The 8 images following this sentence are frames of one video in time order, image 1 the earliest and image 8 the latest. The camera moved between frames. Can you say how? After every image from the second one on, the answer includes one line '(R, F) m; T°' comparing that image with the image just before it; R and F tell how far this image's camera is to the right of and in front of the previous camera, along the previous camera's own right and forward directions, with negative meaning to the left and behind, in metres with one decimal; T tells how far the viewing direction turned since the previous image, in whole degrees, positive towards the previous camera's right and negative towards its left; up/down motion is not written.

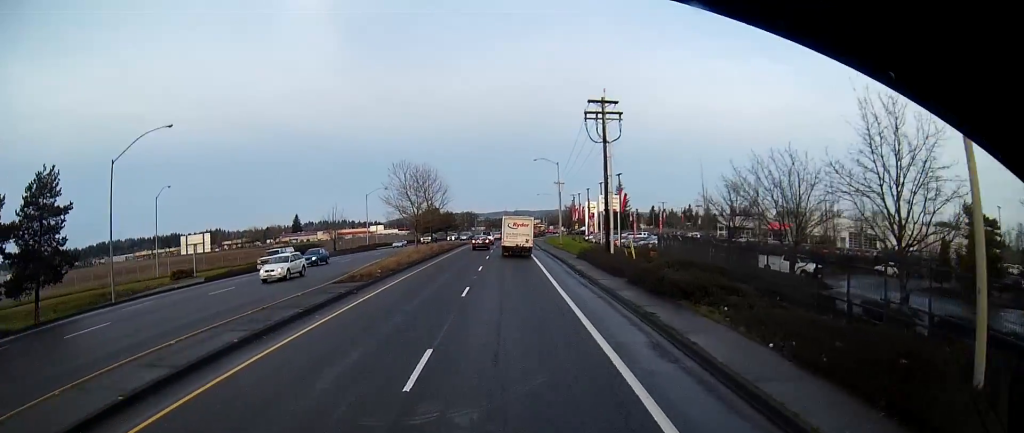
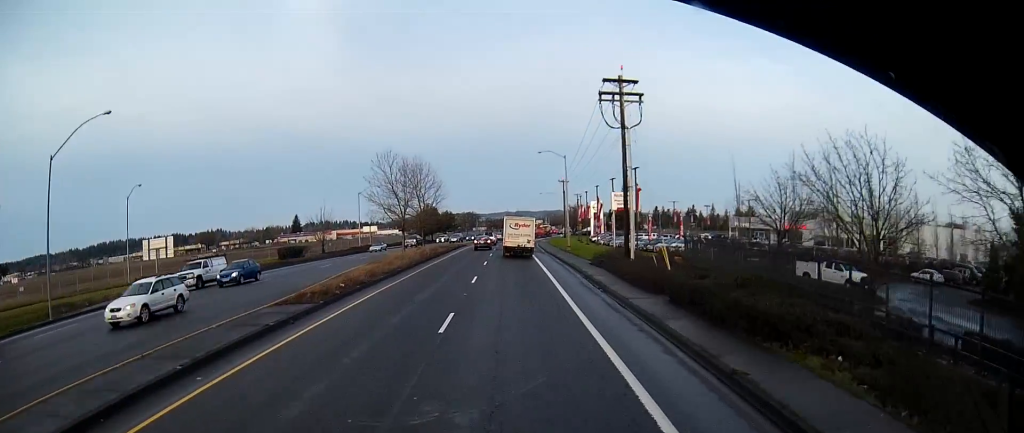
(0.0, +7.2) m; 0°
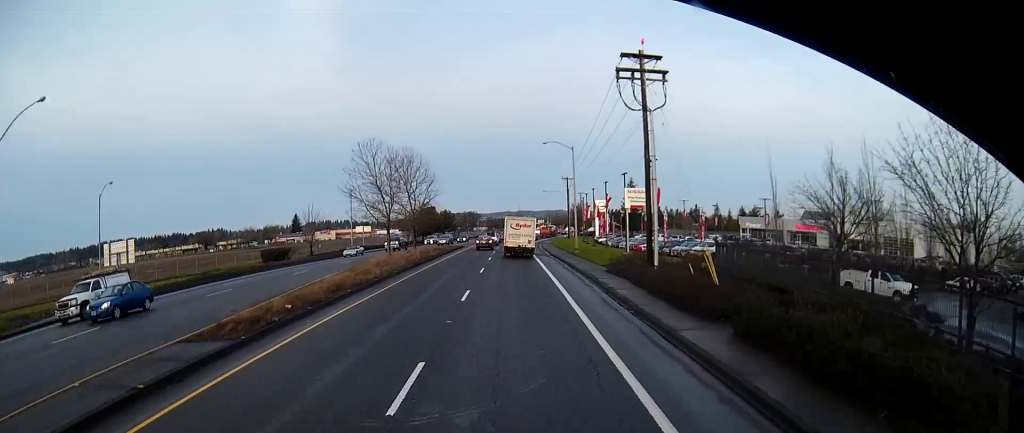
(0.0, +6.2) m; -1°
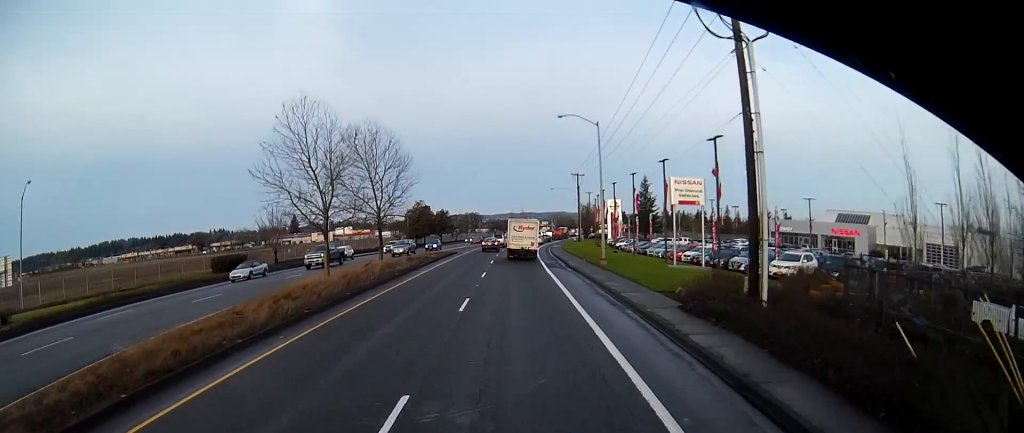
(-0.2, +14.3) m; -1°
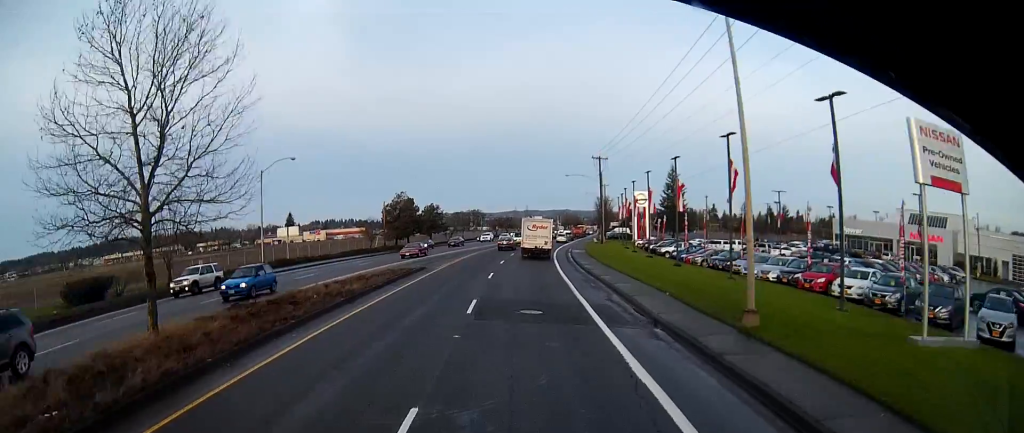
(+0.1, +25.0) m; 0°
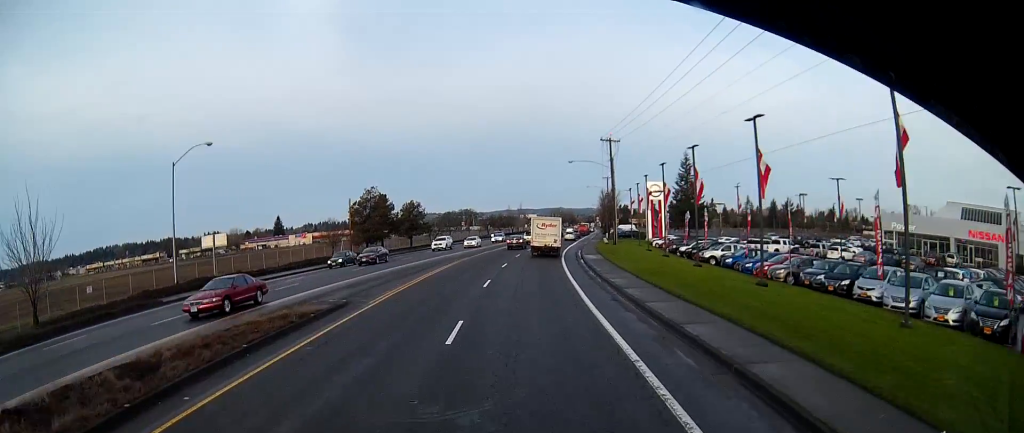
(-0.2, +16.7) m; 0°
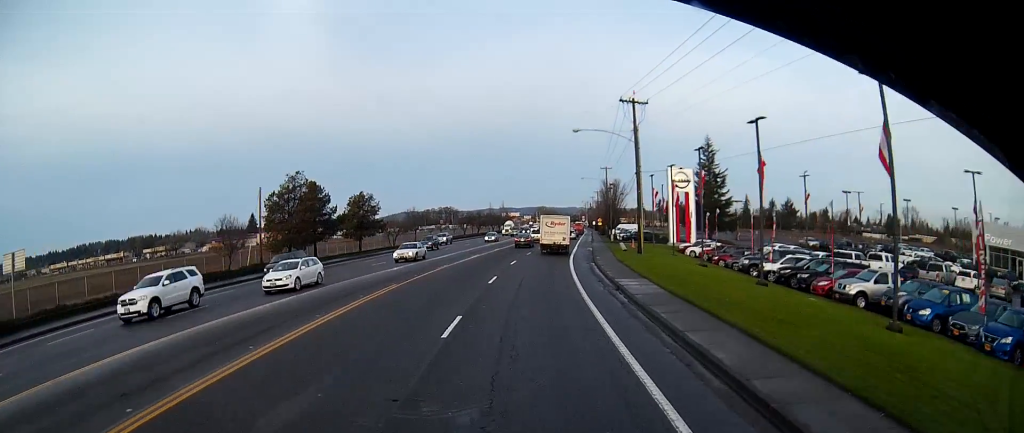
(+0.8, +24.2) m; +3°
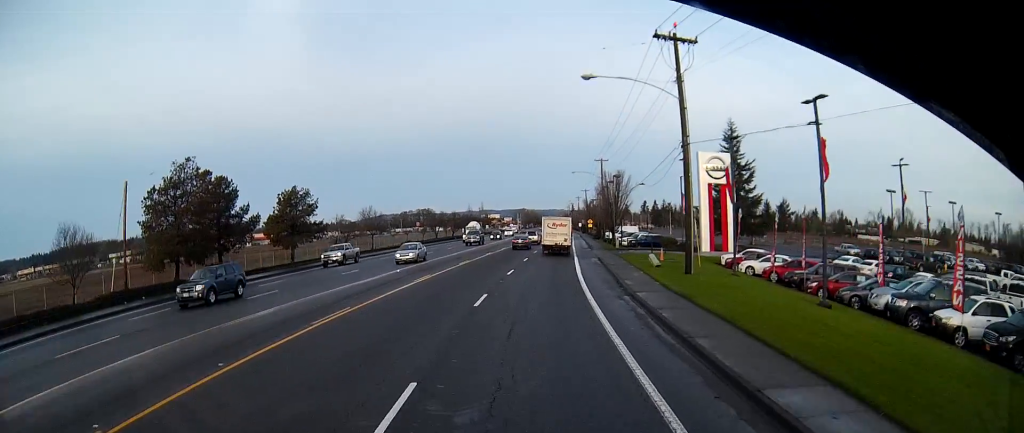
(-0.1, +19.0) m; 0°
